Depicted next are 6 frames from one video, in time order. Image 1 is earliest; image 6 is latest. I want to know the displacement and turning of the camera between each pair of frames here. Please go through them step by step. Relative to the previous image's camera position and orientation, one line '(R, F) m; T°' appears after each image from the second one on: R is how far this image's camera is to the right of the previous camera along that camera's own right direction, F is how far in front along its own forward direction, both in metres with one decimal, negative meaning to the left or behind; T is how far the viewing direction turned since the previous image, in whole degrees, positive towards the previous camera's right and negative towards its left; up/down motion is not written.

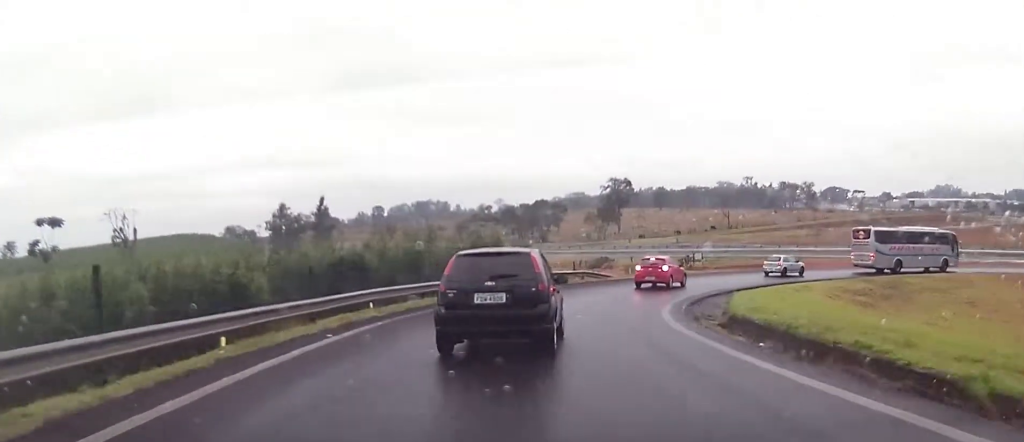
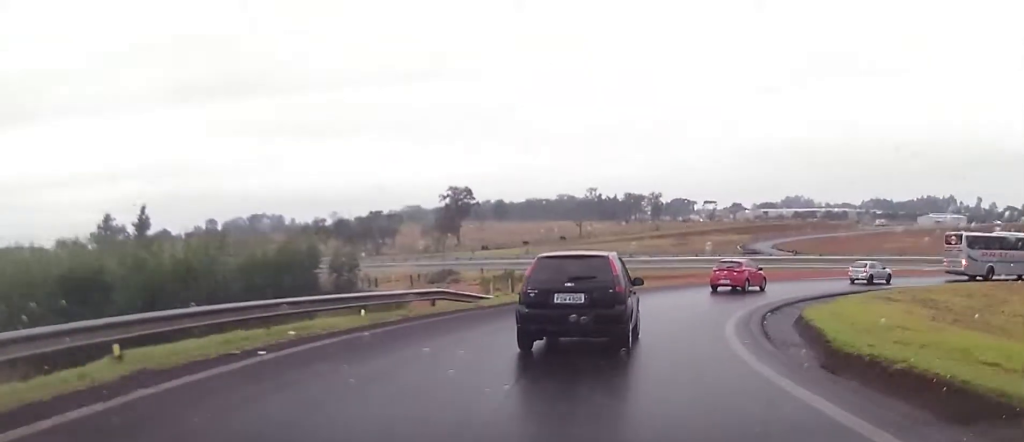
(+0.8, +17.3) m; +10°
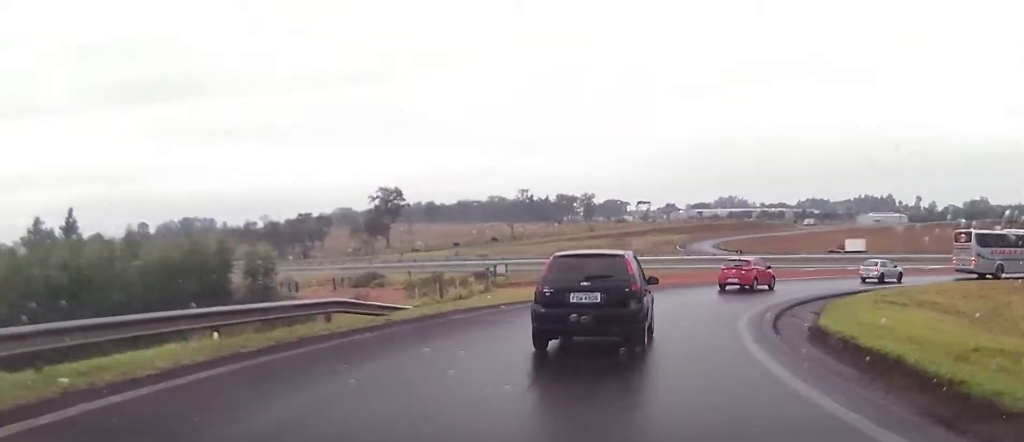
(+0.2, +4.8) m; +5°
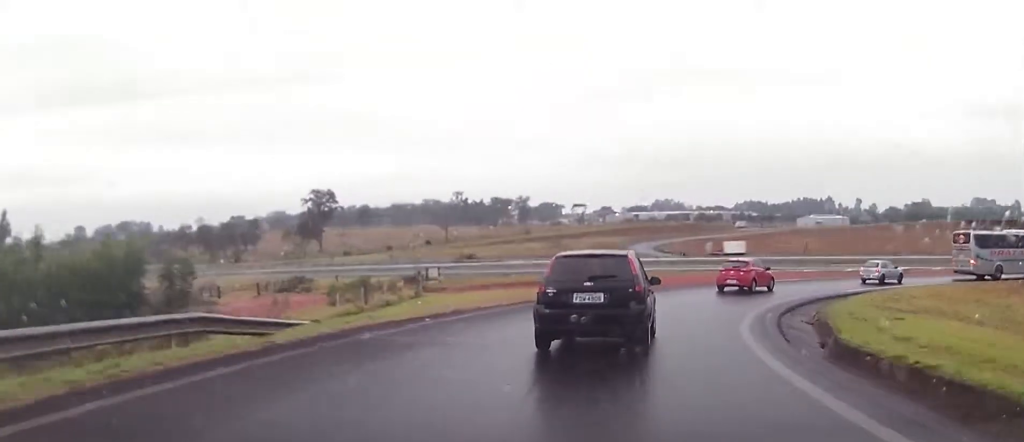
(+0.3, +3.9) m; +4°
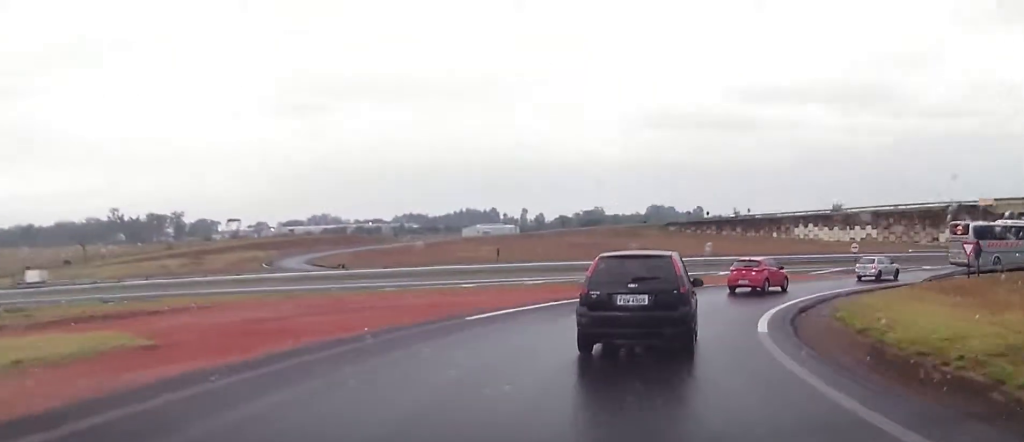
(+4.1, +21.0) m; +24°
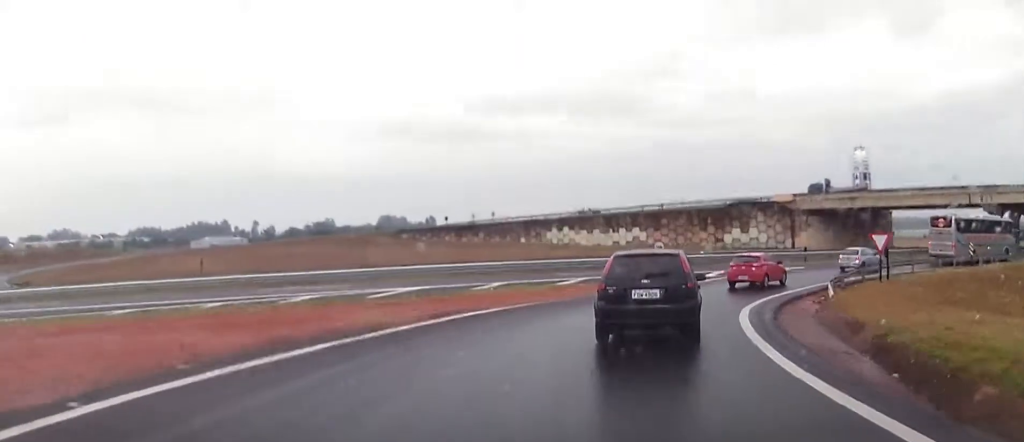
(+2.8, +15.8) m; +22°
